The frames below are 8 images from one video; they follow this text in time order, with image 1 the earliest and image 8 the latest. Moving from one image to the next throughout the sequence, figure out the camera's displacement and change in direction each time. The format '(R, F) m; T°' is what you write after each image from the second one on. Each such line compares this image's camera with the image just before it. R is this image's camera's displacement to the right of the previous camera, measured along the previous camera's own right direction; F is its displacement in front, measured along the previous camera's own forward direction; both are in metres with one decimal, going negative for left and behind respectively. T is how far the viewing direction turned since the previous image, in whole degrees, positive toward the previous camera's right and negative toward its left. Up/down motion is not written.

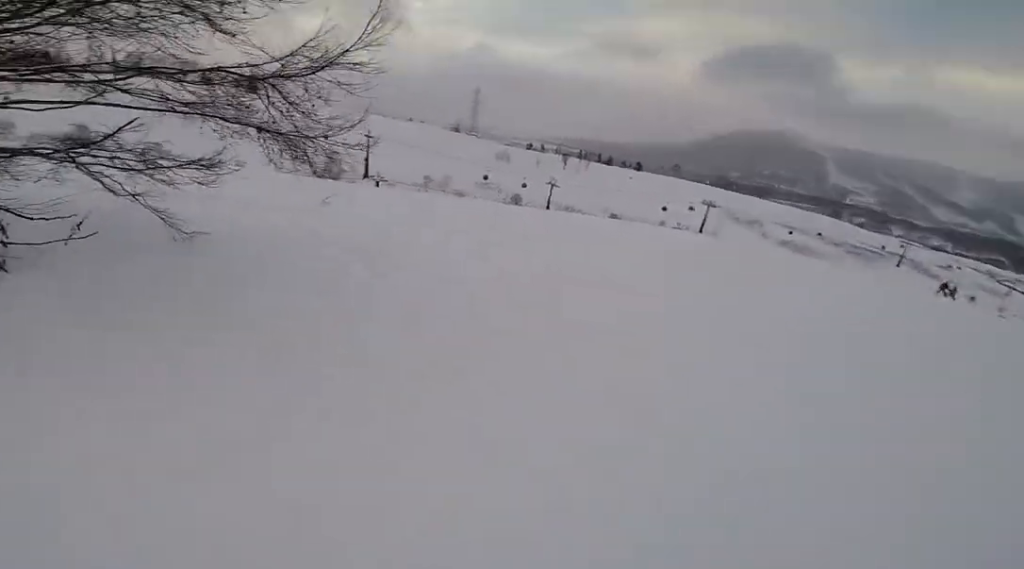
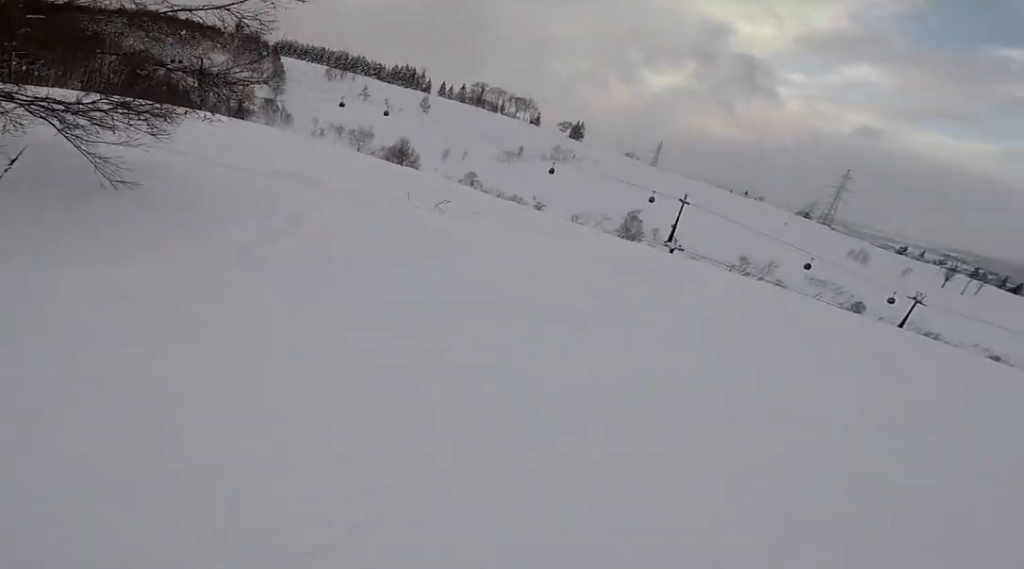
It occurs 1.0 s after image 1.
(-0.1, +3.0) m; -8°
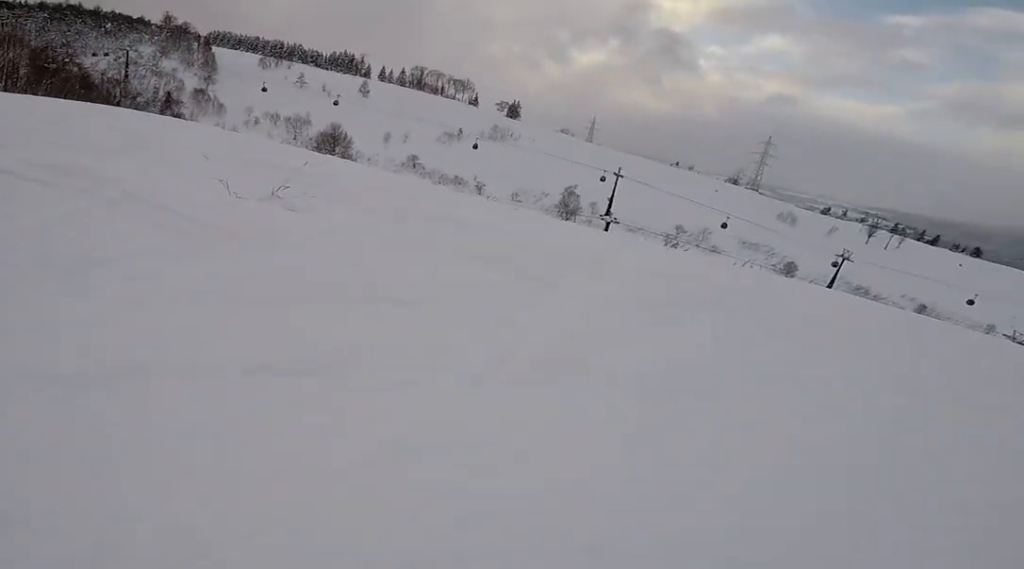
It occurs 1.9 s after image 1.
(-0.2, +2.4) m; -13°
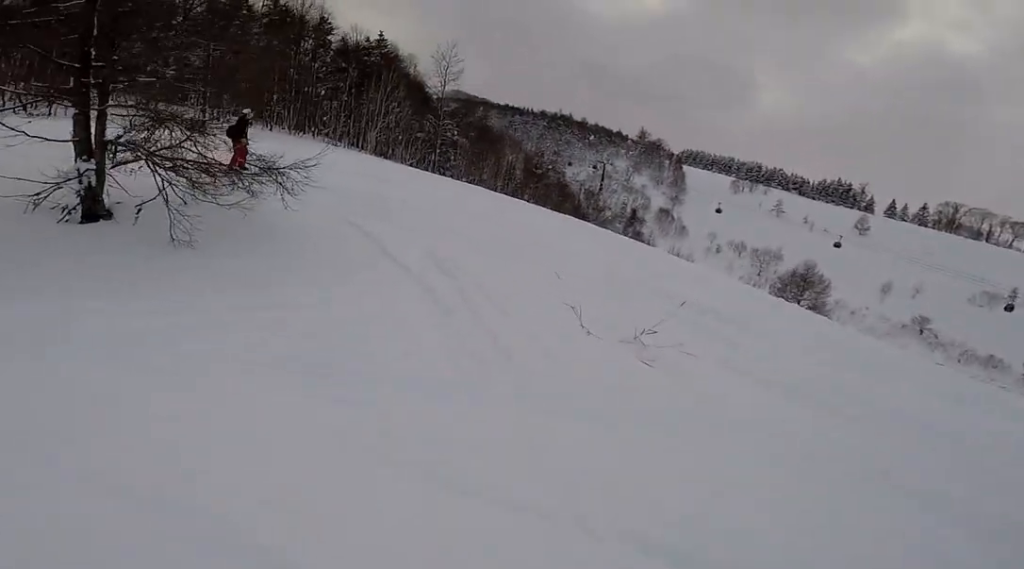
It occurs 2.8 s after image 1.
(-0.4, +2.5) m; -12°
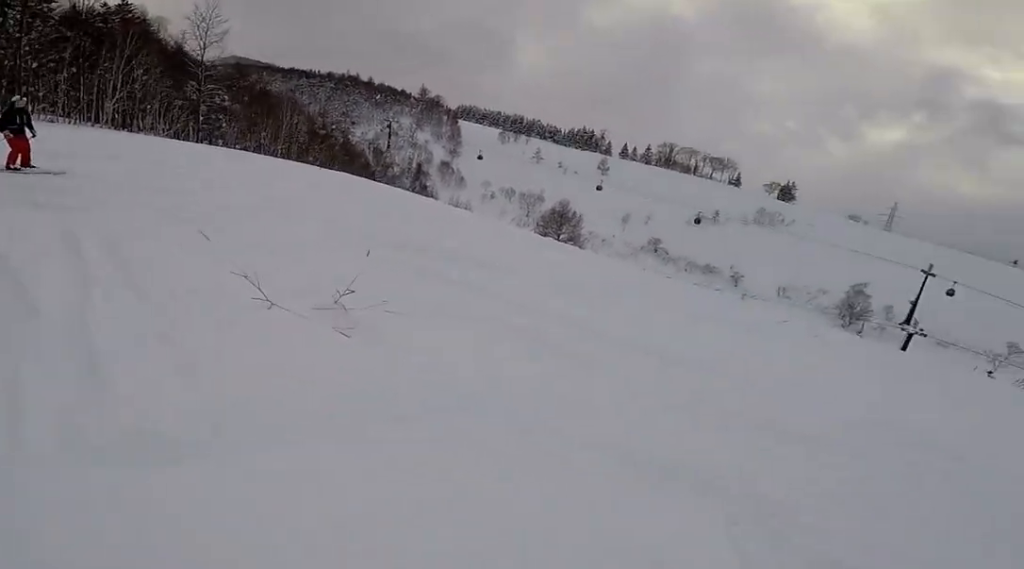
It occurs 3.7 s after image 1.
(-0.1, +2.1) m; -1°
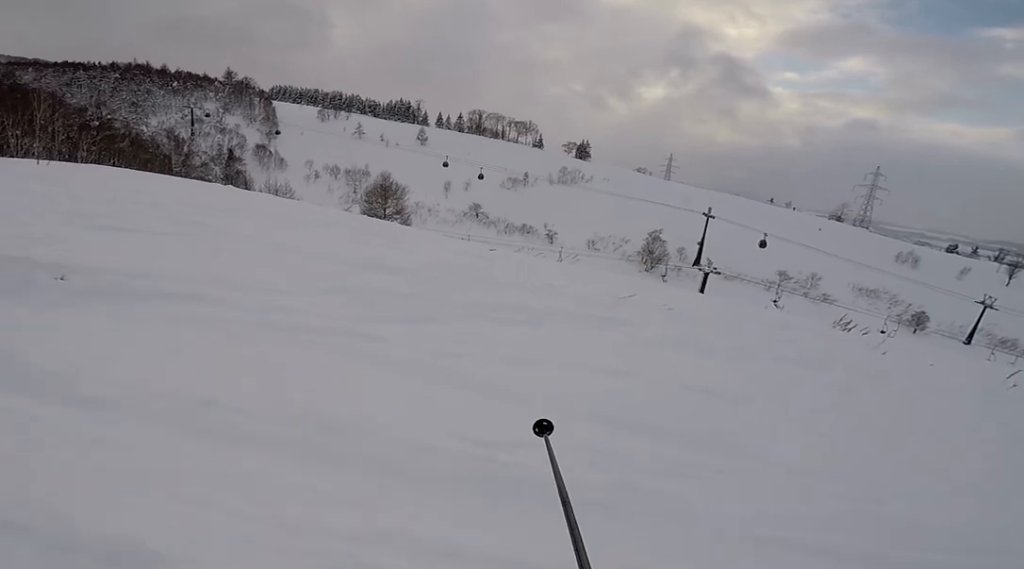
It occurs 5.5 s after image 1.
(+0.5, +3.4) m; +22°
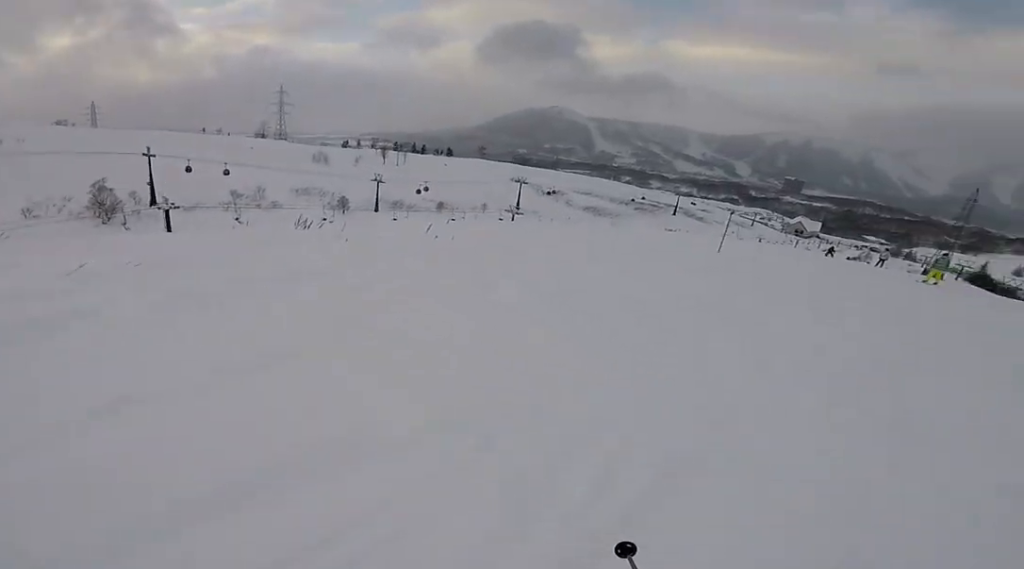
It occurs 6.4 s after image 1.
(+0.2, +1.8) m; +14°
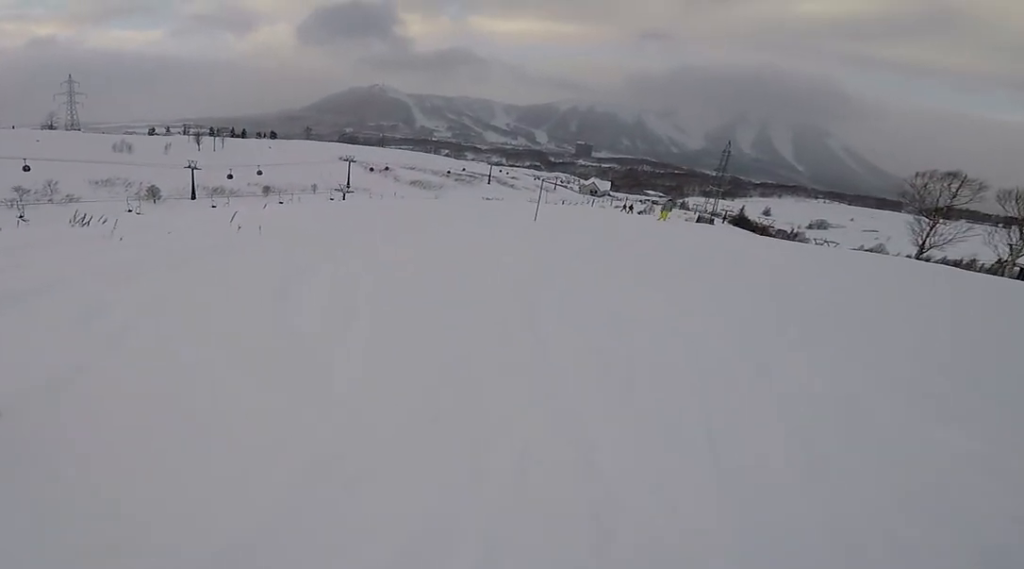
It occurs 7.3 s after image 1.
(+0.2, +1.6) m; +14°
